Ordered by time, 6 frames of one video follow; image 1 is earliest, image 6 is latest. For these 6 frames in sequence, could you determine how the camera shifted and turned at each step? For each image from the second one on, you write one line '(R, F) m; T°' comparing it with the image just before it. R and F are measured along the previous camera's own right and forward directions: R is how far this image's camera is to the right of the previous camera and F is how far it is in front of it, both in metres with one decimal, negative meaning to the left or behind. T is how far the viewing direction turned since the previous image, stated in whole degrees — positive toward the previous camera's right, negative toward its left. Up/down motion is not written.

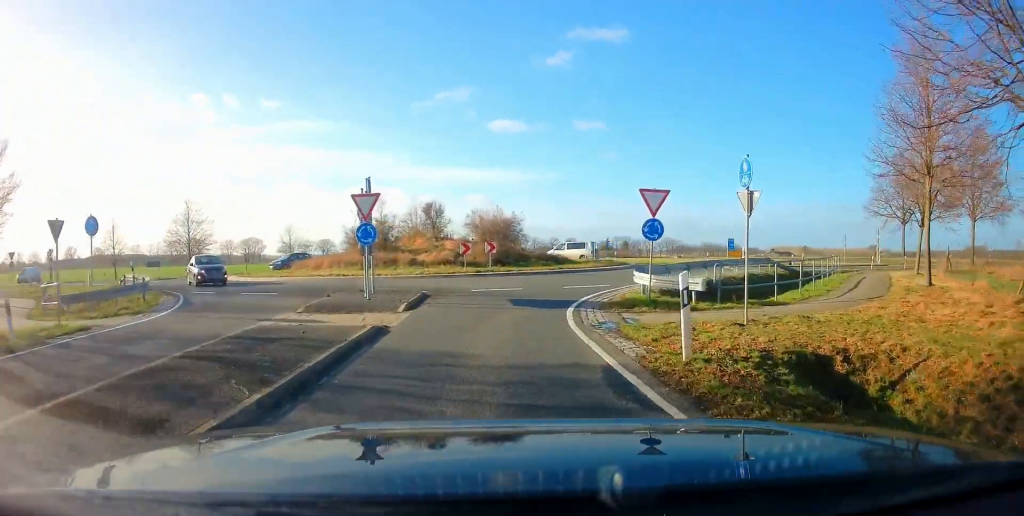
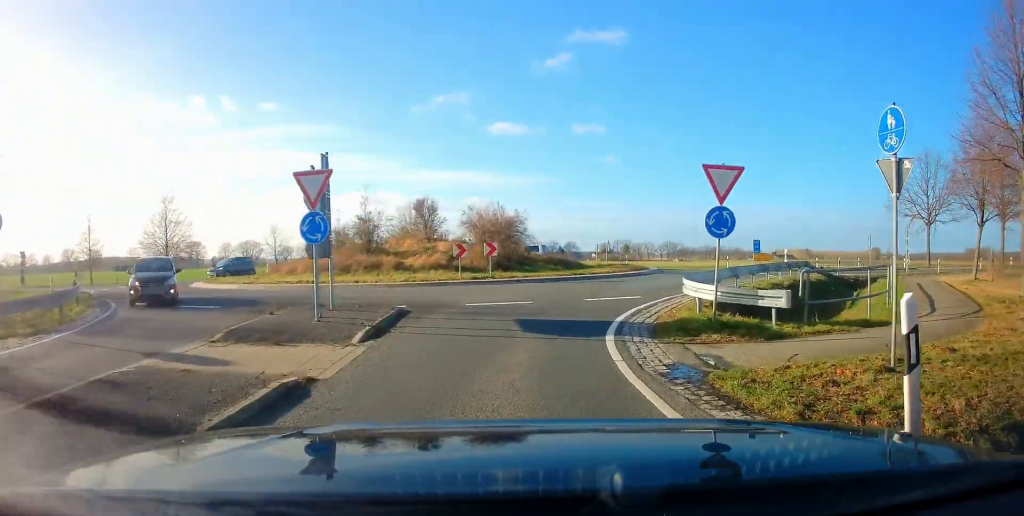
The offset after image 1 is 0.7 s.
(+0.1, +4.6) m; -3°
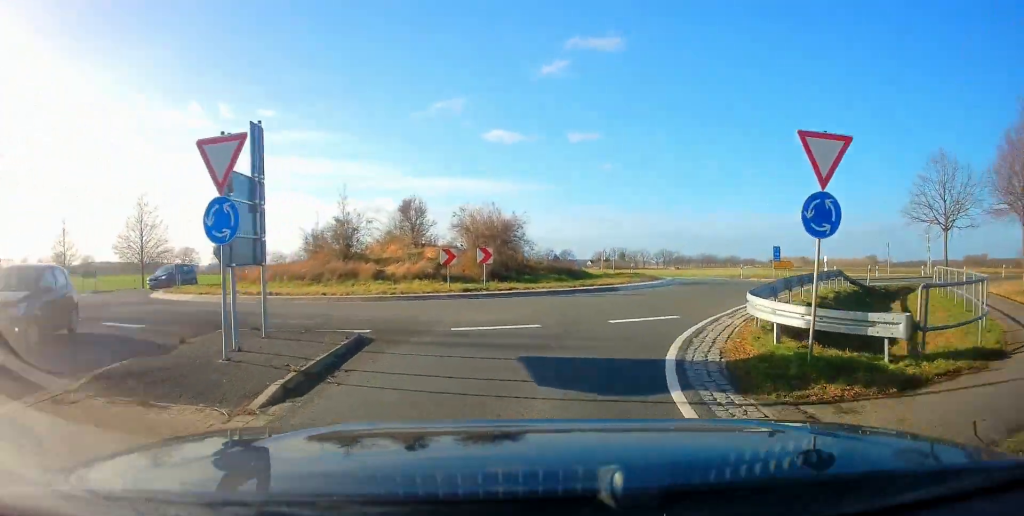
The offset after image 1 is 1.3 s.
(-0.2, +3.8) m; +3°
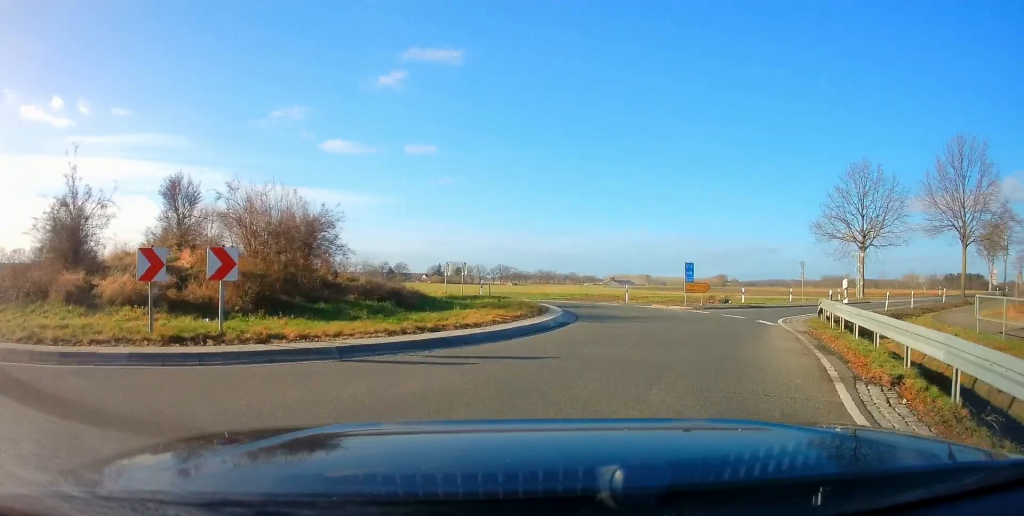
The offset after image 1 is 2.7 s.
(+1.3, +9.6) m; +21°
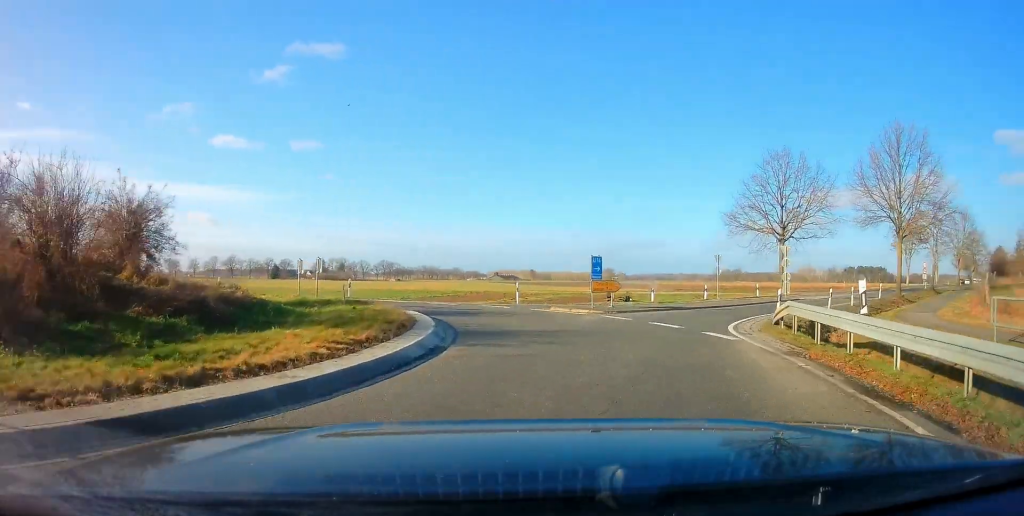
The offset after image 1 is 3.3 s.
(+0.5, +4.7) m; +10°
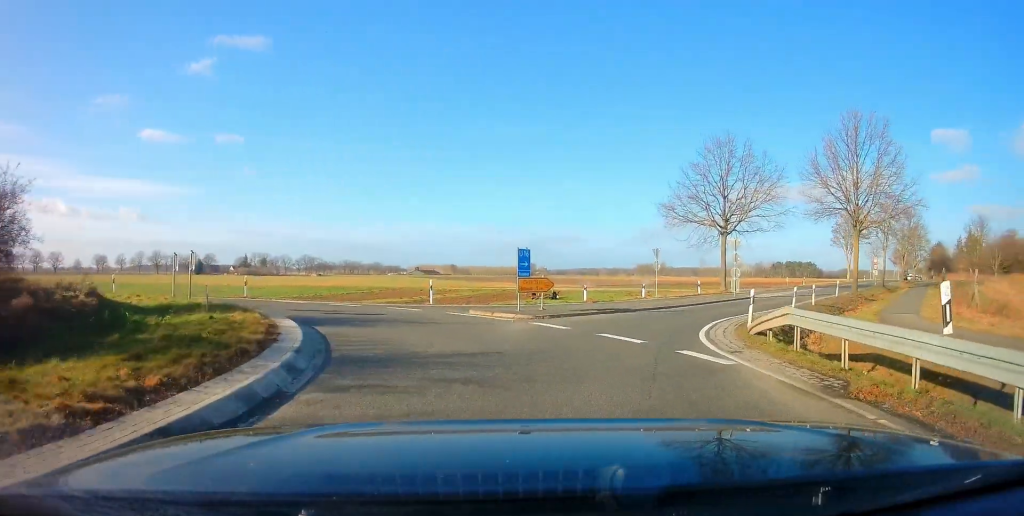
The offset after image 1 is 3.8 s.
(-0.1, +3.5) m; +7°
